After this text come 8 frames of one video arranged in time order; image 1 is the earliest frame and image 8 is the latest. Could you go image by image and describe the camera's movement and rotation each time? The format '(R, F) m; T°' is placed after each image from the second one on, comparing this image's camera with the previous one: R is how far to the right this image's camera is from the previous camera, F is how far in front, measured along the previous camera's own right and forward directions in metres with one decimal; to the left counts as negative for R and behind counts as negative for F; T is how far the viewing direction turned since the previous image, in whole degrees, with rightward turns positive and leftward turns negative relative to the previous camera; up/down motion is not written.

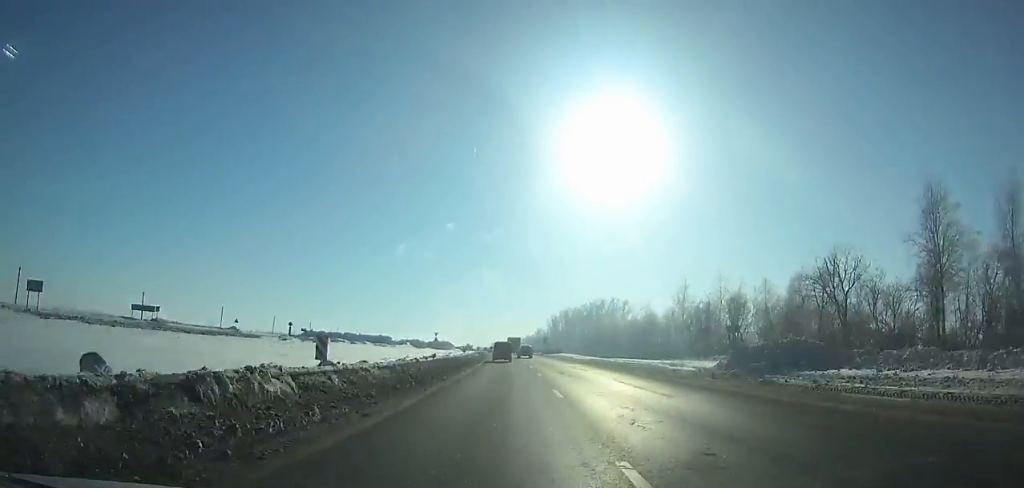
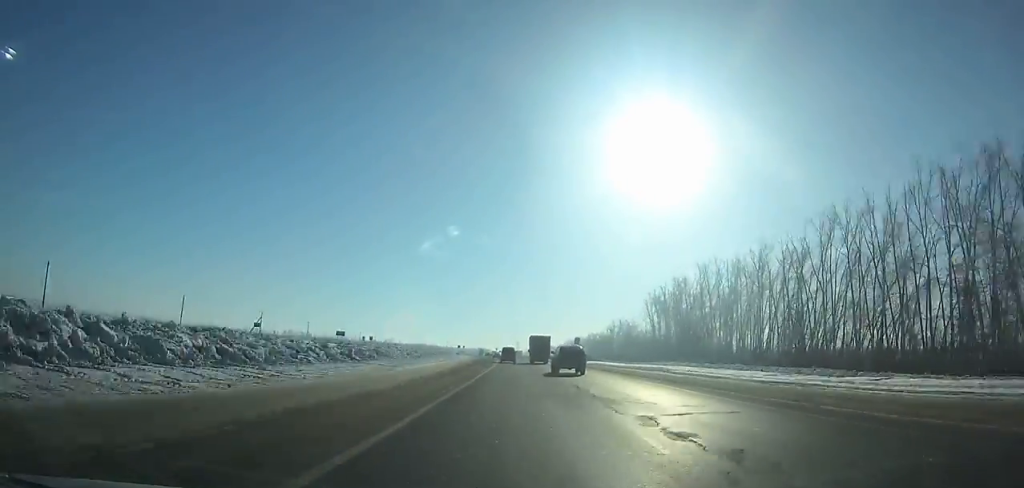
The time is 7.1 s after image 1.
(-6.4, +166.7) m; -4°
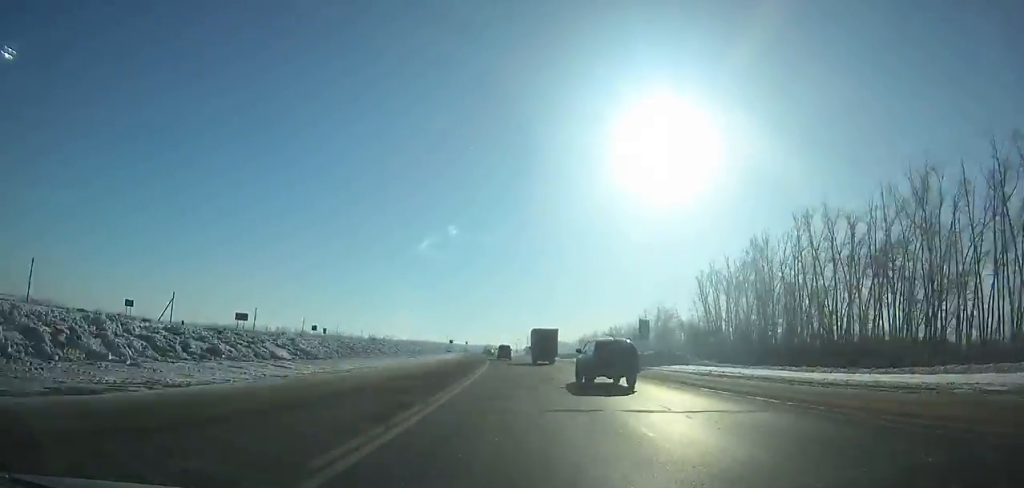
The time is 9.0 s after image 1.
(+0.1, +46.7) m; -1°
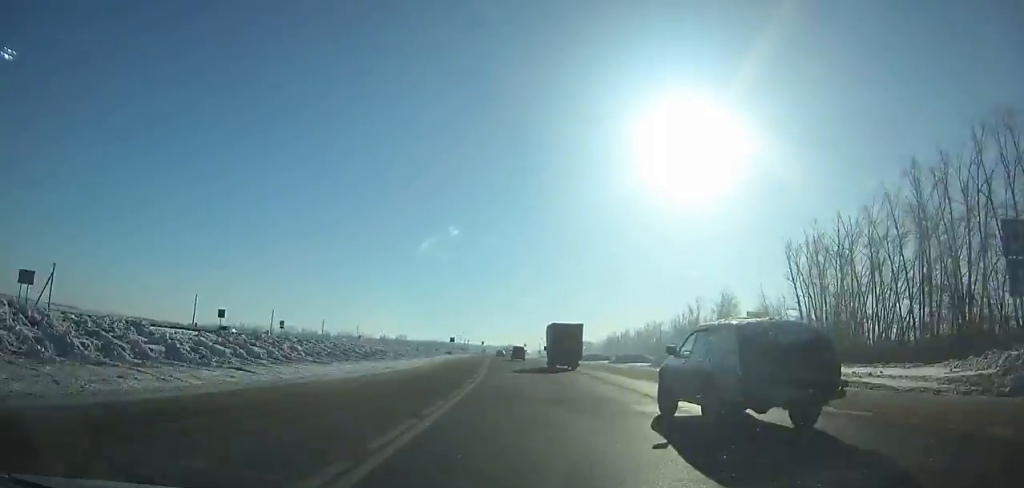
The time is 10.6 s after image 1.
(-1.0, +40.4) m; -1°
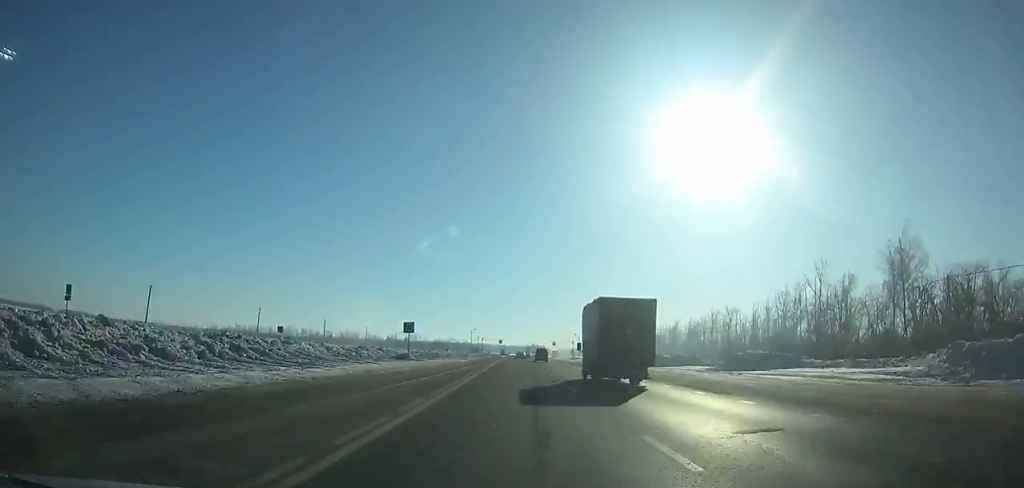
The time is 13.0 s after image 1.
(-1.1, +61.1) m; -1°
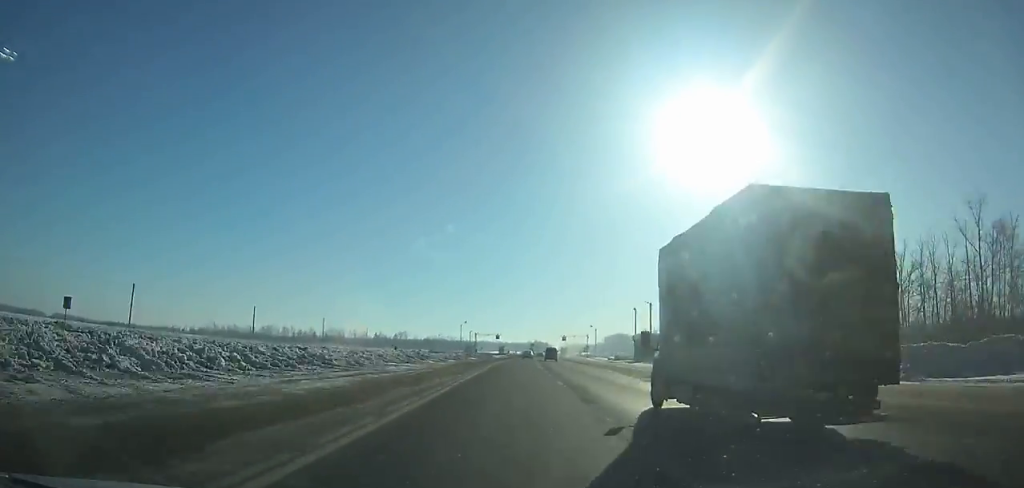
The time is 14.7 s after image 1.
(-0.7, +43.6) m; 0°
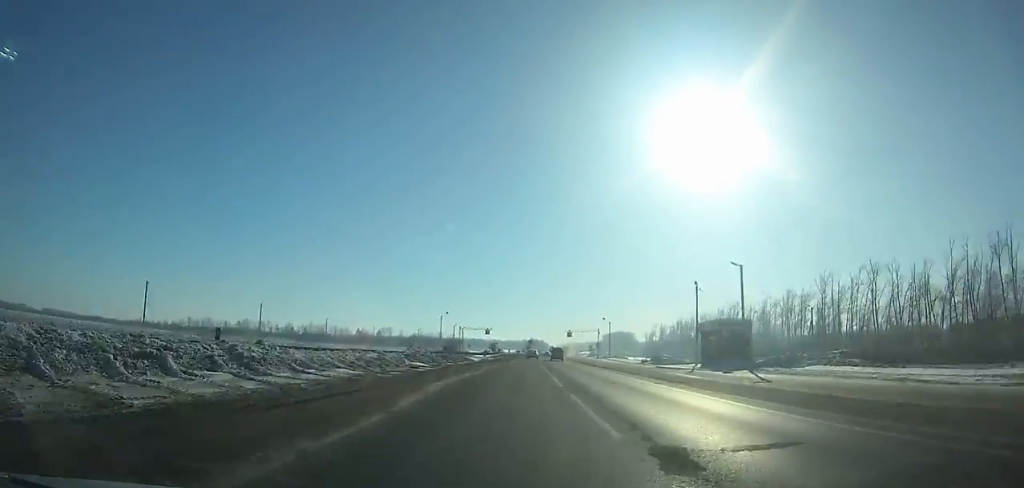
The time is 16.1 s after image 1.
(+0.4, +36.0) m; +1°
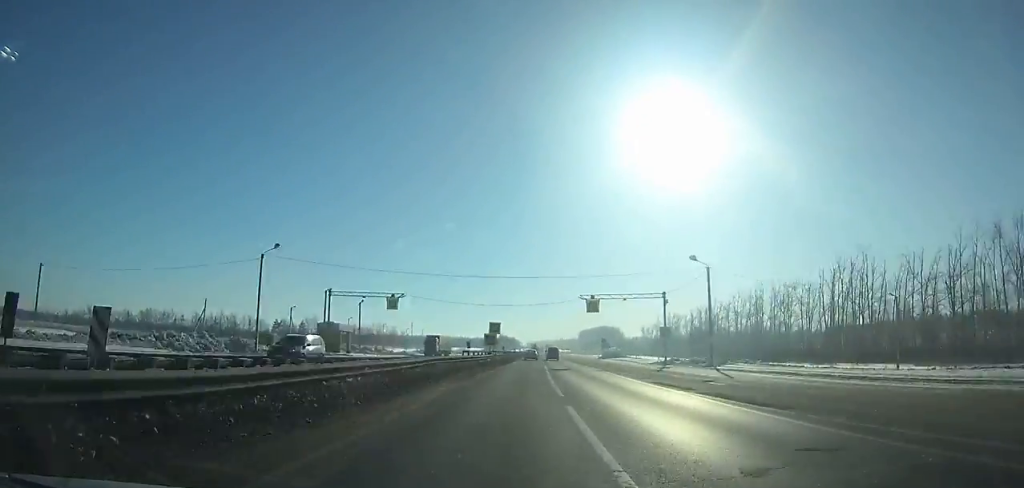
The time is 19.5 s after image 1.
(+1.9, +86.5) m; +2°
